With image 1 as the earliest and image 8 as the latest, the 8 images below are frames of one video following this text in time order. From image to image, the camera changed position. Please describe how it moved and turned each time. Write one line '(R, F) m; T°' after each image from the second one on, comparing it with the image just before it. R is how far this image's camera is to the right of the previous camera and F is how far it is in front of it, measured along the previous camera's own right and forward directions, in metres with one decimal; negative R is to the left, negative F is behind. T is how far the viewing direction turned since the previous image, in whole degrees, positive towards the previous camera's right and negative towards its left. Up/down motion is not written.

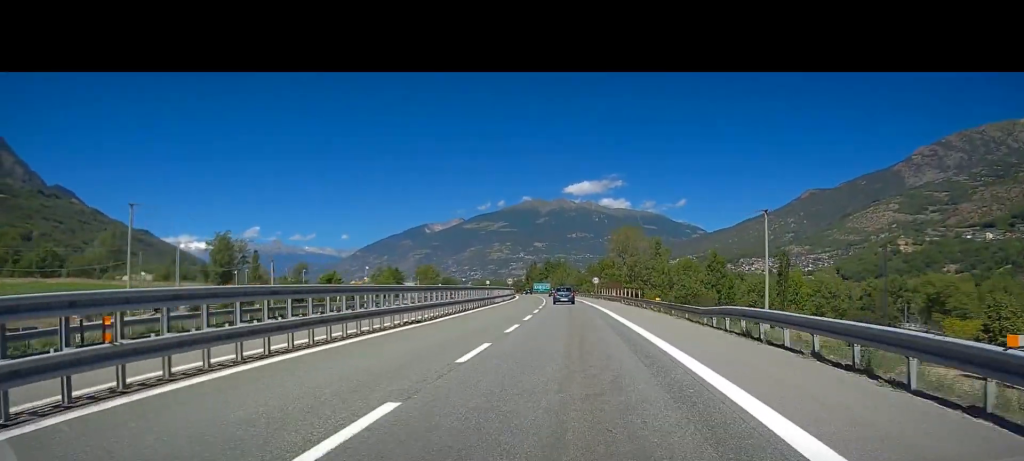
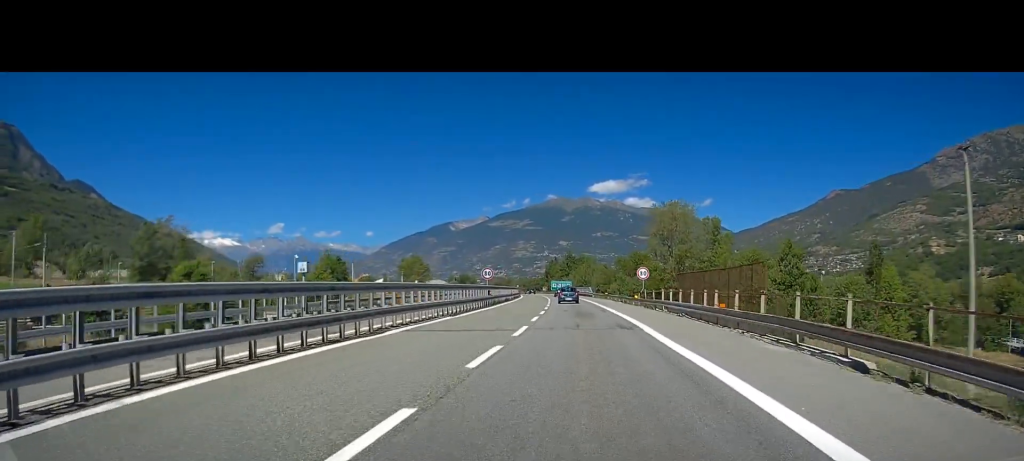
(-1.1, +39.4) m; -2°
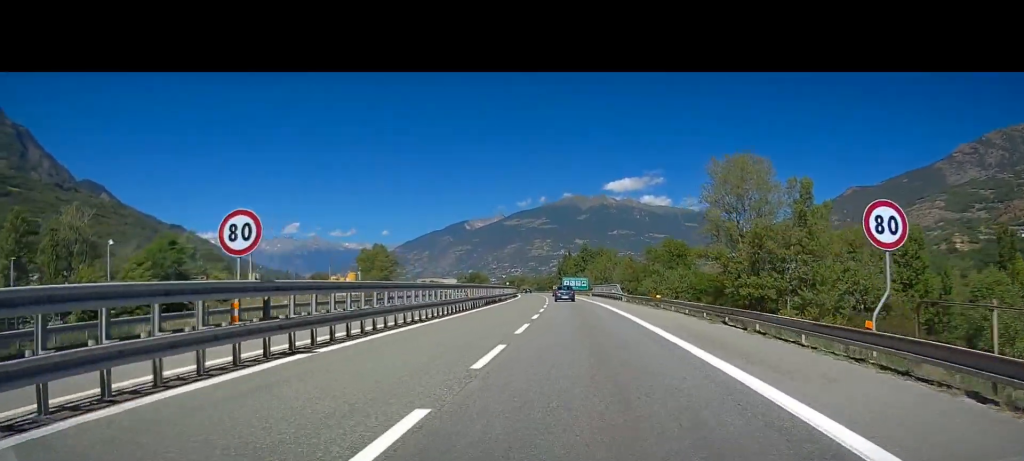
(-0.4, +37.9) m; -1°
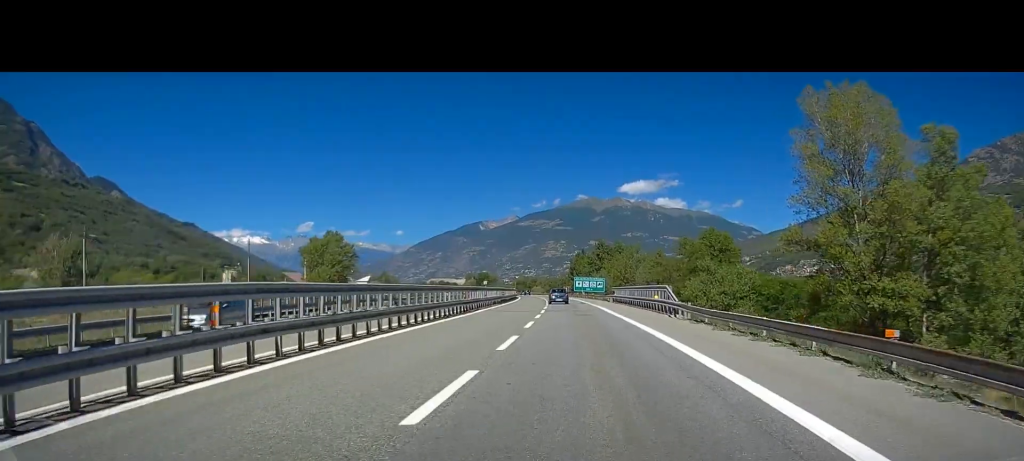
(-0.4, +27.4) m; -1°
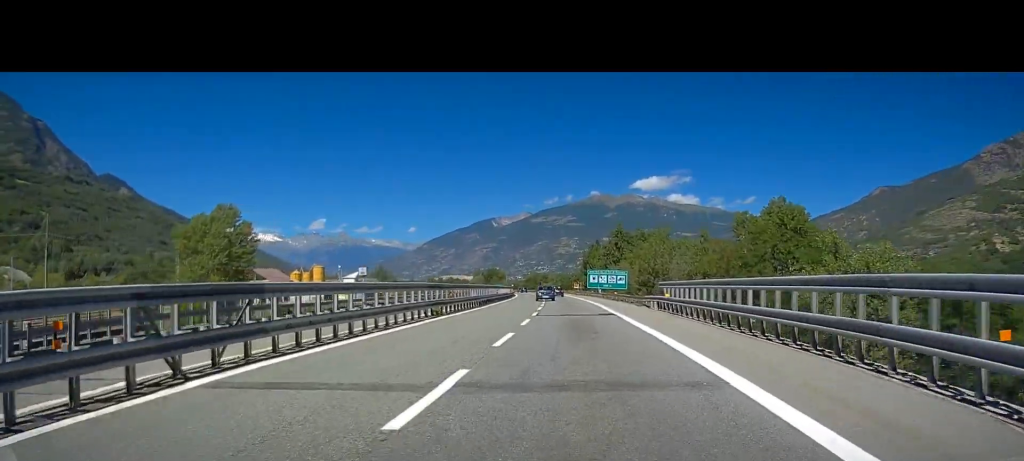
(-0.2, +30.1) m; -2°
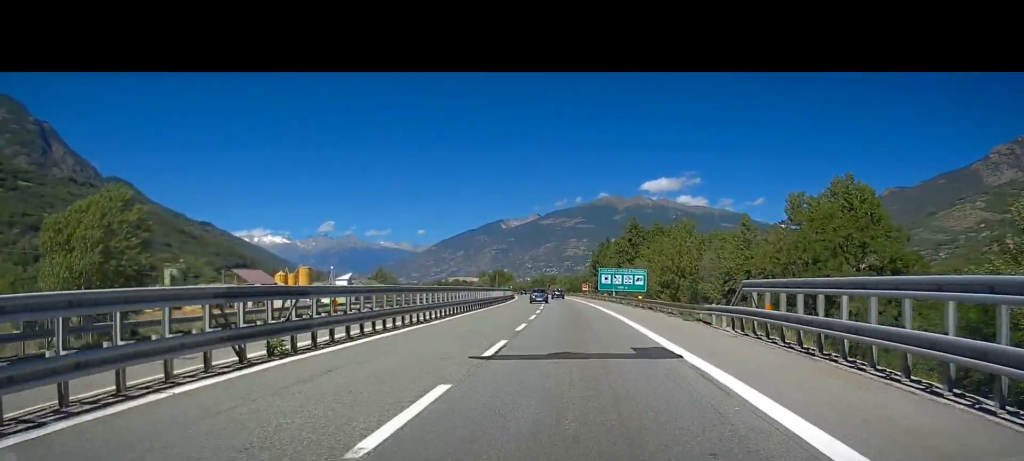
(-0.1, +16.9) m; -1°
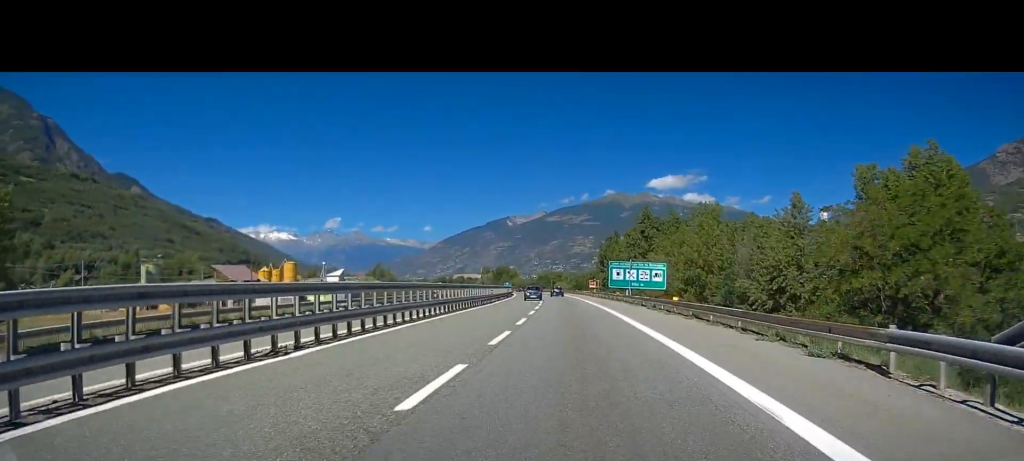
(-0.2, +13.7) m; 0°
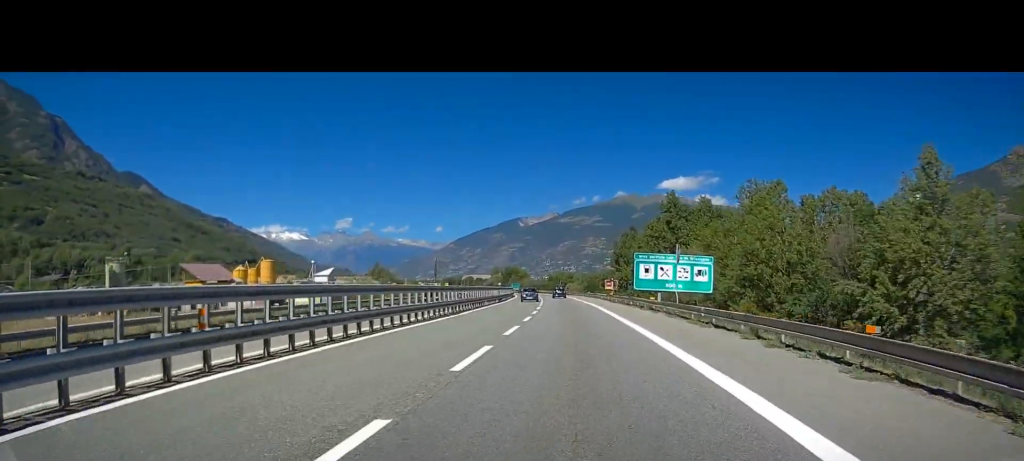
(-0.1, +19.5) m; -1°
